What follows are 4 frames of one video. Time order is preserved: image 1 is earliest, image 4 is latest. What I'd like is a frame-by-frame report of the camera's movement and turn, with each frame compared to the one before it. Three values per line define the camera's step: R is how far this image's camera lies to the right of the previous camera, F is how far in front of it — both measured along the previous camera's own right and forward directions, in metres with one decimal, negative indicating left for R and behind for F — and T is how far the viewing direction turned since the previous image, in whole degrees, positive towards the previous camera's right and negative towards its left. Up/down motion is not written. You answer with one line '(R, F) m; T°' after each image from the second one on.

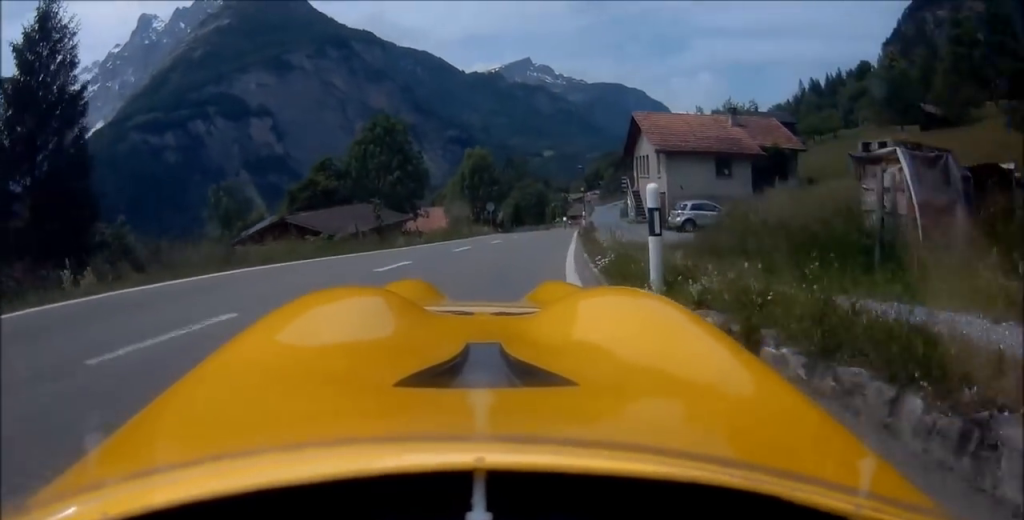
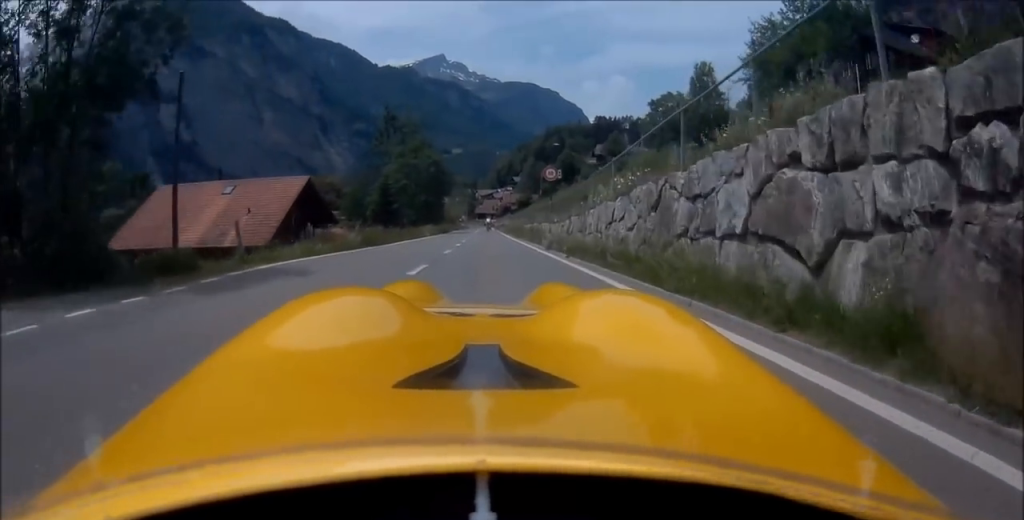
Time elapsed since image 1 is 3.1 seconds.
(+0.9, +54.9) m; +2°
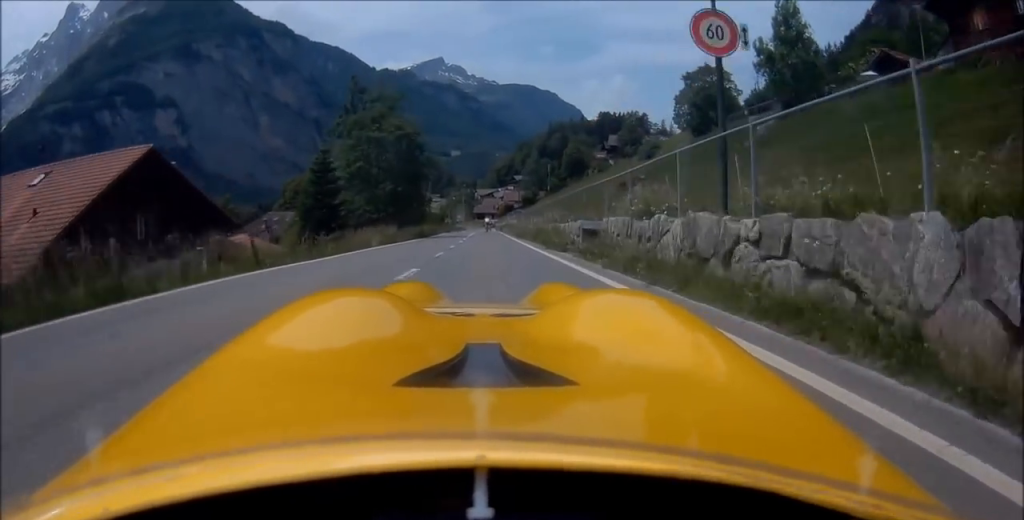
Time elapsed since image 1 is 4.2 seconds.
(0.0, +21.1) m; -1°
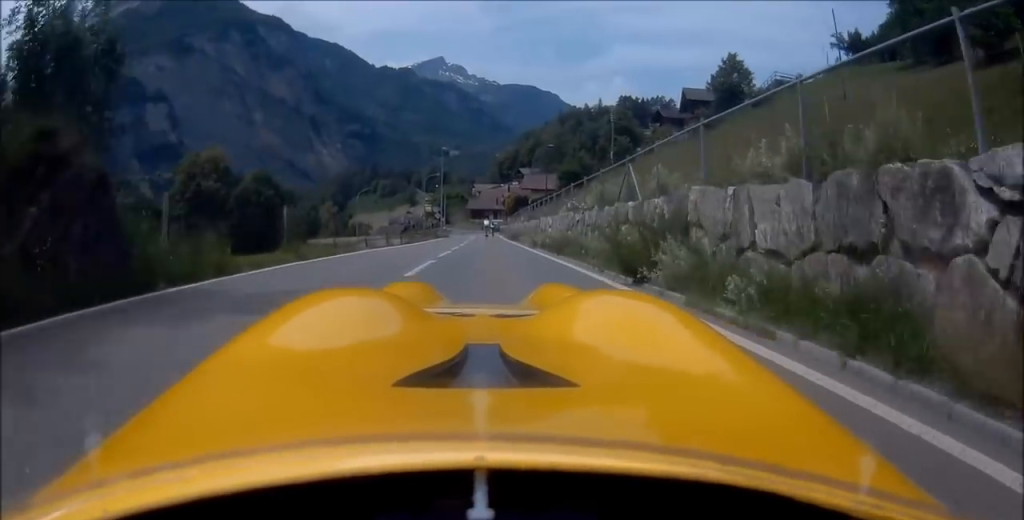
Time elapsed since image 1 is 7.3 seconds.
(-0.7, +62.3) m; 0°
